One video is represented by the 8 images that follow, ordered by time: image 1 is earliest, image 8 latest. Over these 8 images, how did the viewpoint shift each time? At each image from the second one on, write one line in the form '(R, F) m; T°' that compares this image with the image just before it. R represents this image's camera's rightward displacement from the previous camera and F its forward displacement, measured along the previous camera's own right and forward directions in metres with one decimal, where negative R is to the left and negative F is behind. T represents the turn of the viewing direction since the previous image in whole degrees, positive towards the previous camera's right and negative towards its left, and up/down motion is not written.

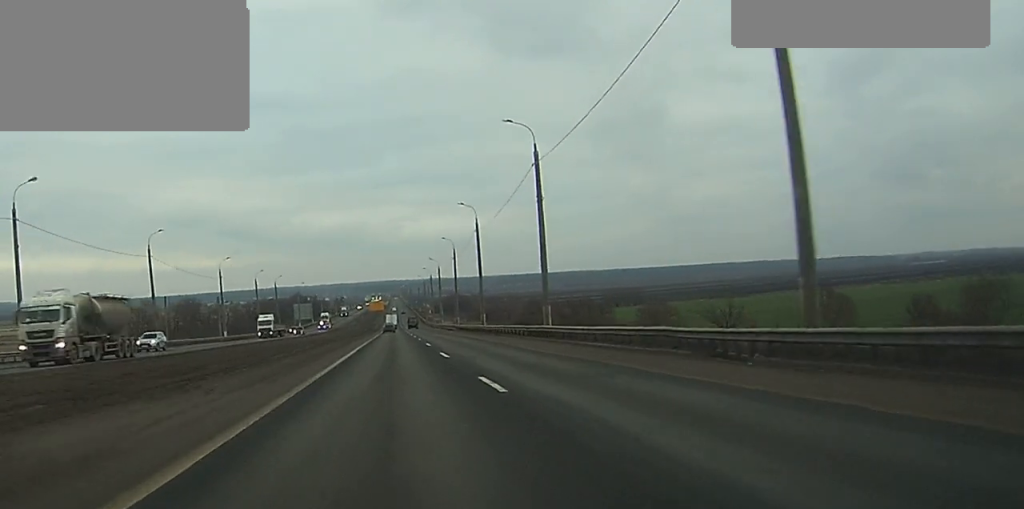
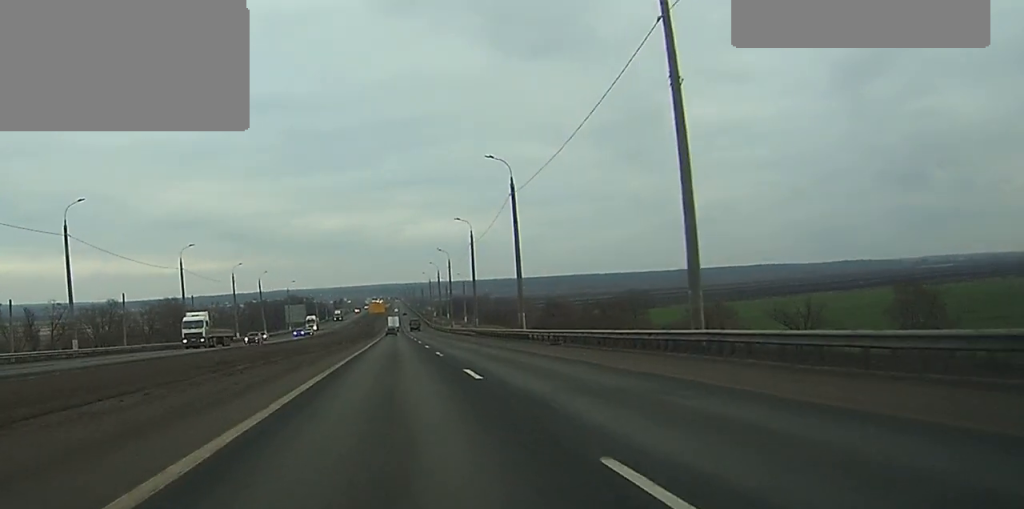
(0.0, +27.8) m; 0°
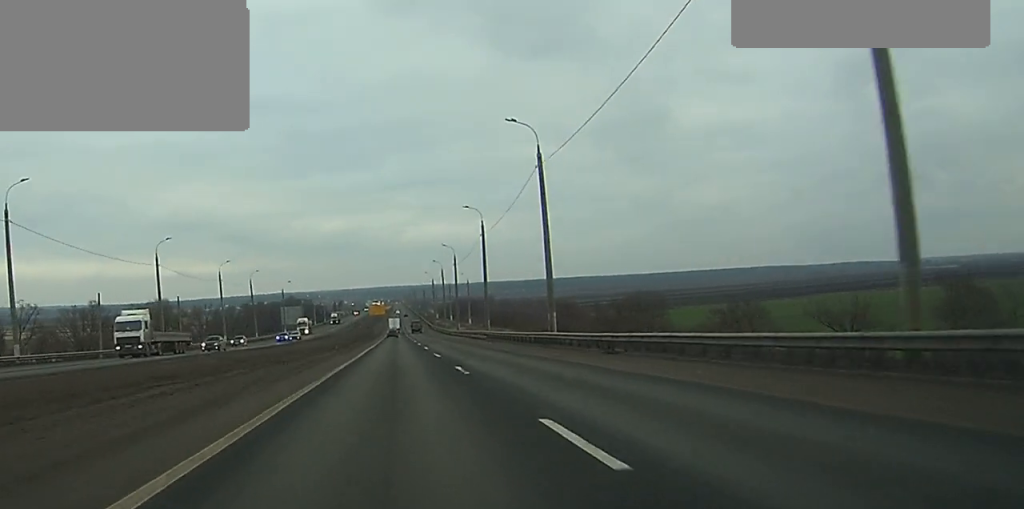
(0.0, +12.6) m; 0°
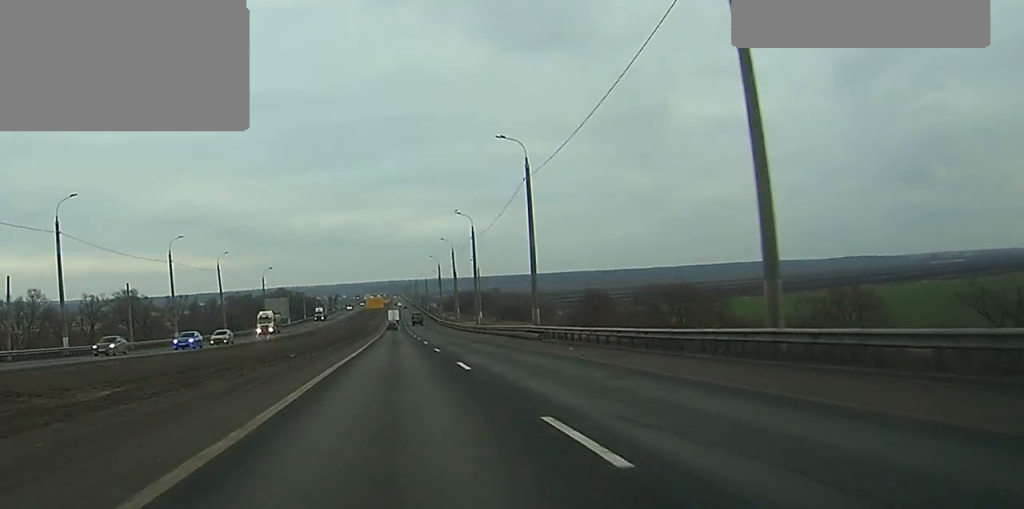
(-0.1, +32.1) m; 0°
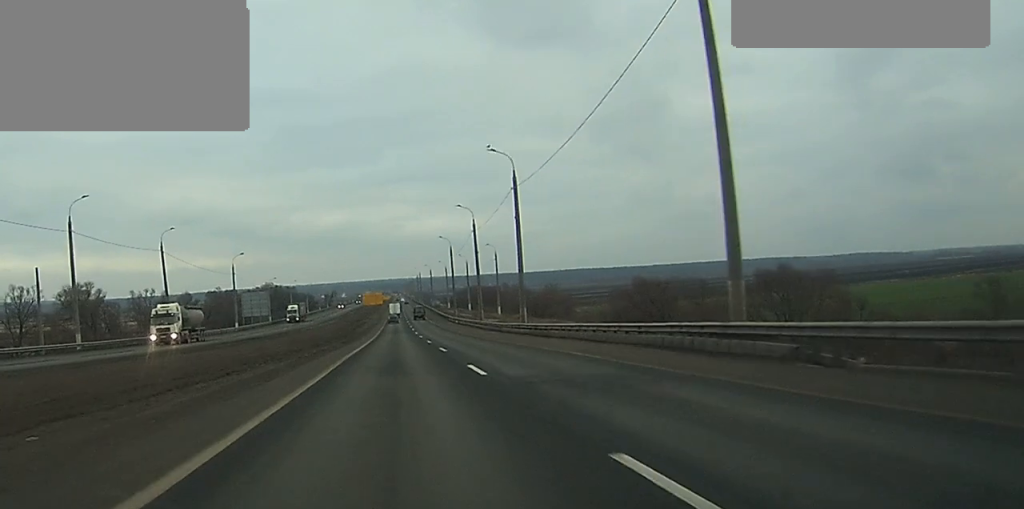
(+0.1, +35.4) m; 0°
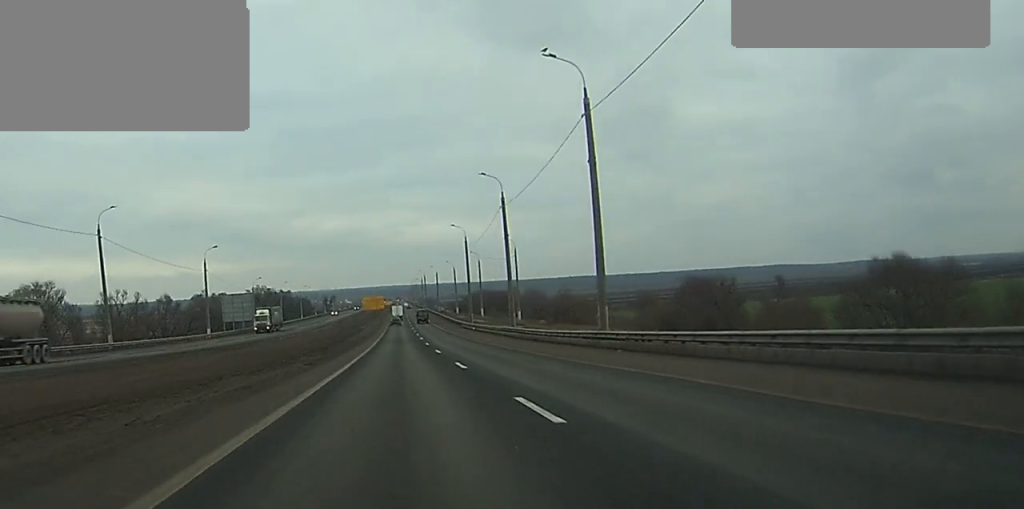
(0.0, +24.8) m; 0°
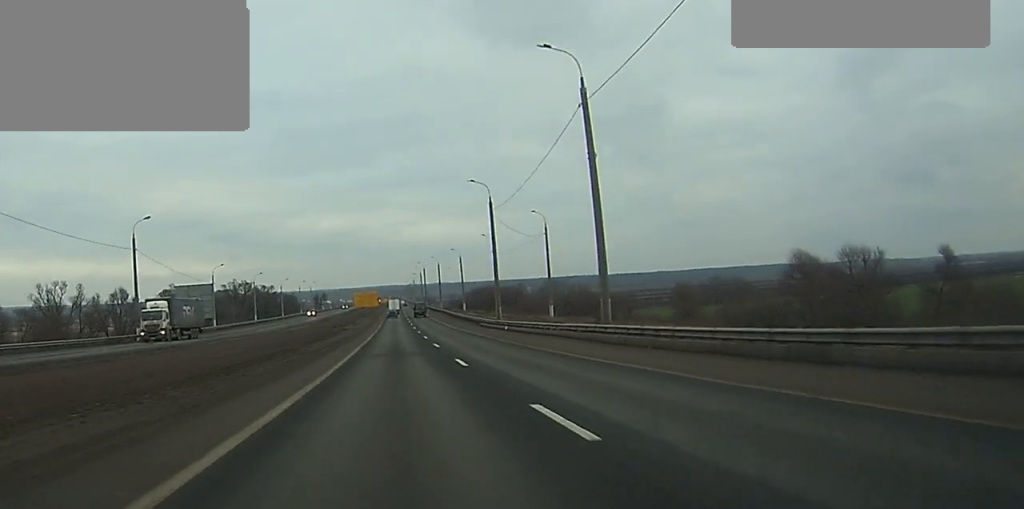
(0.0, +33.9) m; 0°
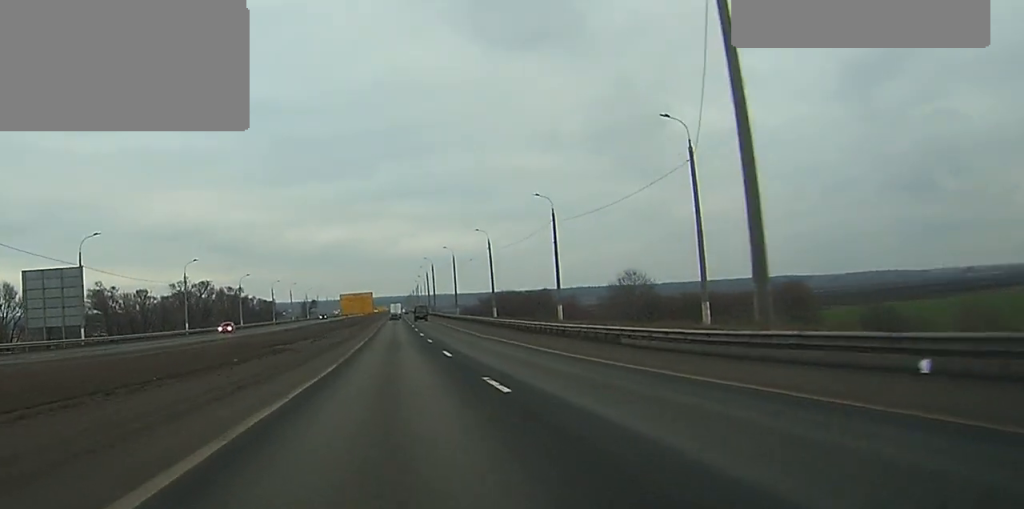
(0.0, +58.8) m; 0°
